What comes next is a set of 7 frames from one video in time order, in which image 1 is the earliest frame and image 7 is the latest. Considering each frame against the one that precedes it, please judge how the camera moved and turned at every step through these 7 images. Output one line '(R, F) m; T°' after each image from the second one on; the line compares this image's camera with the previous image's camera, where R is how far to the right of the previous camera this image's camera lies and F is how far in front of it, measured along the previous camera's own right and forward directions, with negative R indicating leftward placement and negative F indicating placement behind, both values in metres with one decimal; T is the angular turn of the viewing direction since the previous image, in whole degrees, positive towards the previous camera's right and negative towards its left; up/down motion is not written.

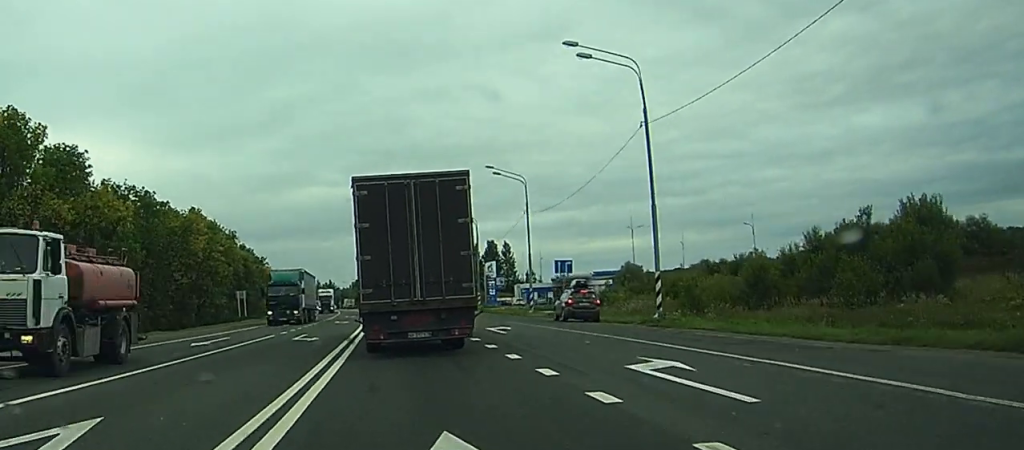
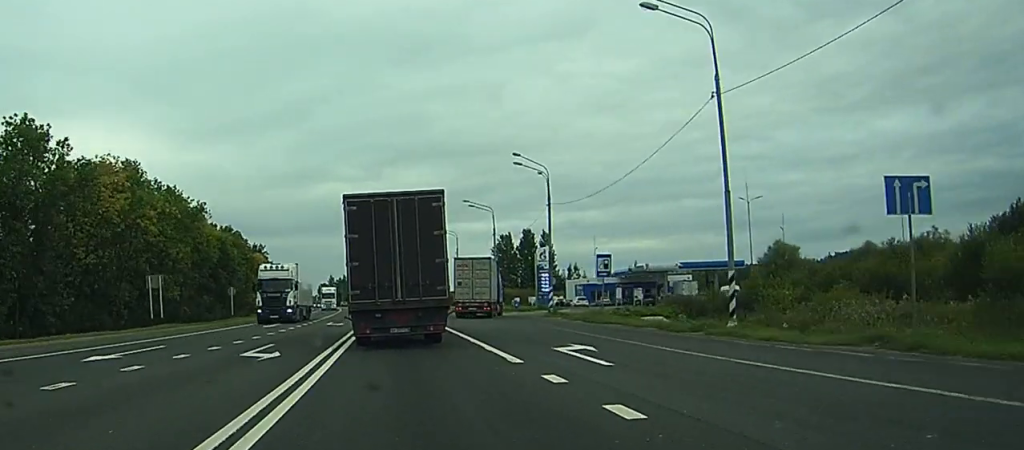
(-0.3, +41.3) m; -1°
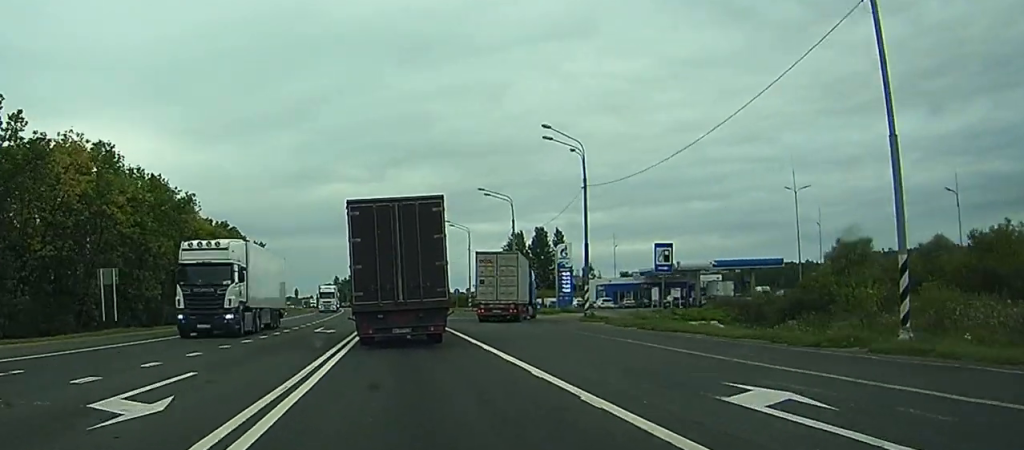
(-0.1, +10.9) m; 0°
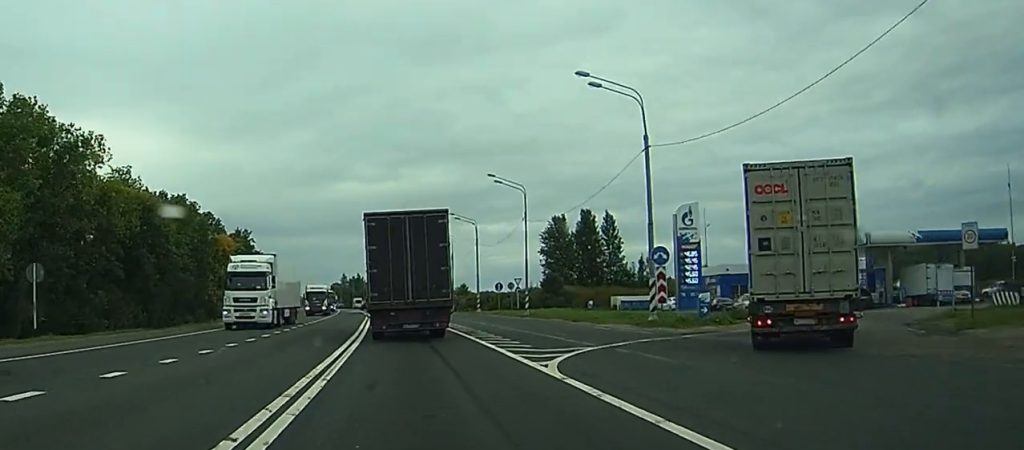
(0.0, +42.4) m; -1°
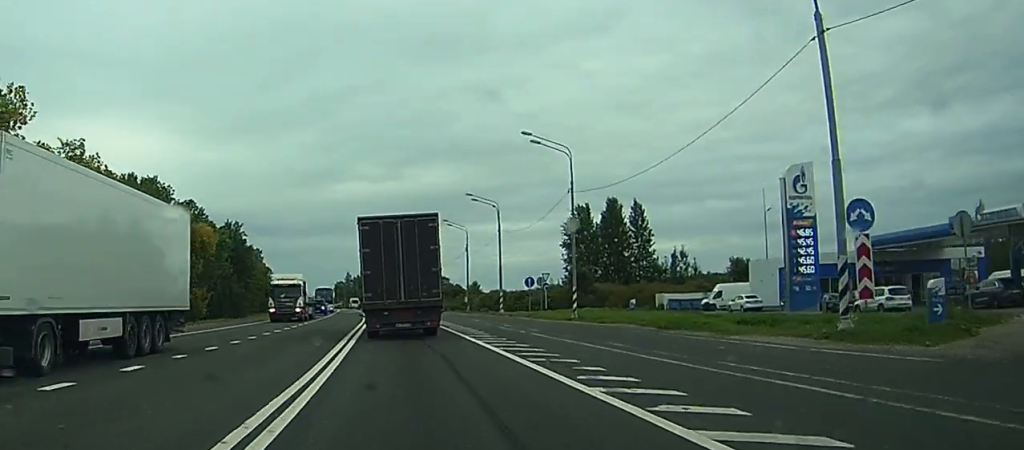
(-0.2, +18.0) m; -1°
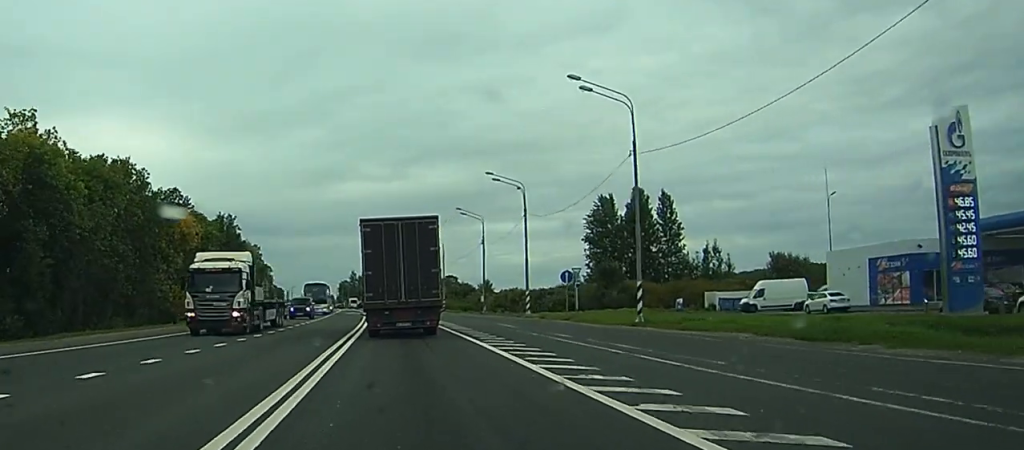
(0.0, +14.0) m; -1°
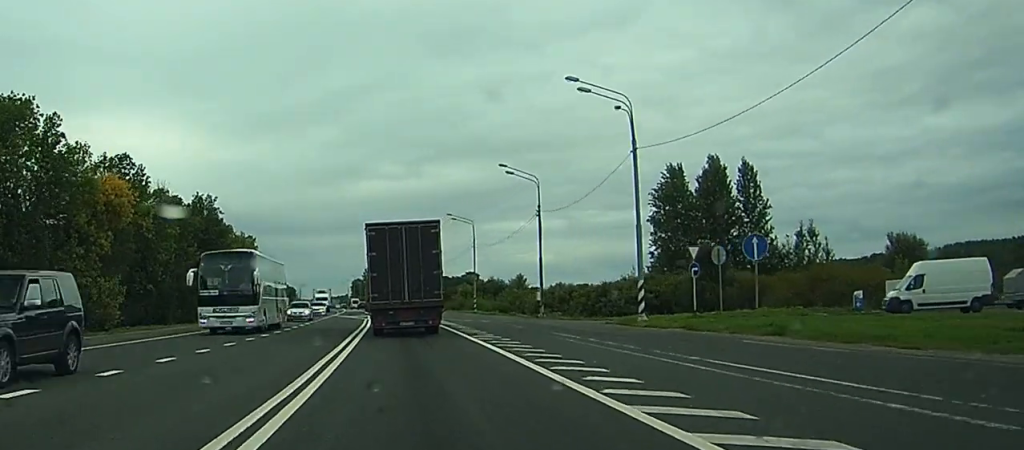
(-0.4, +30.3) m; -1°
